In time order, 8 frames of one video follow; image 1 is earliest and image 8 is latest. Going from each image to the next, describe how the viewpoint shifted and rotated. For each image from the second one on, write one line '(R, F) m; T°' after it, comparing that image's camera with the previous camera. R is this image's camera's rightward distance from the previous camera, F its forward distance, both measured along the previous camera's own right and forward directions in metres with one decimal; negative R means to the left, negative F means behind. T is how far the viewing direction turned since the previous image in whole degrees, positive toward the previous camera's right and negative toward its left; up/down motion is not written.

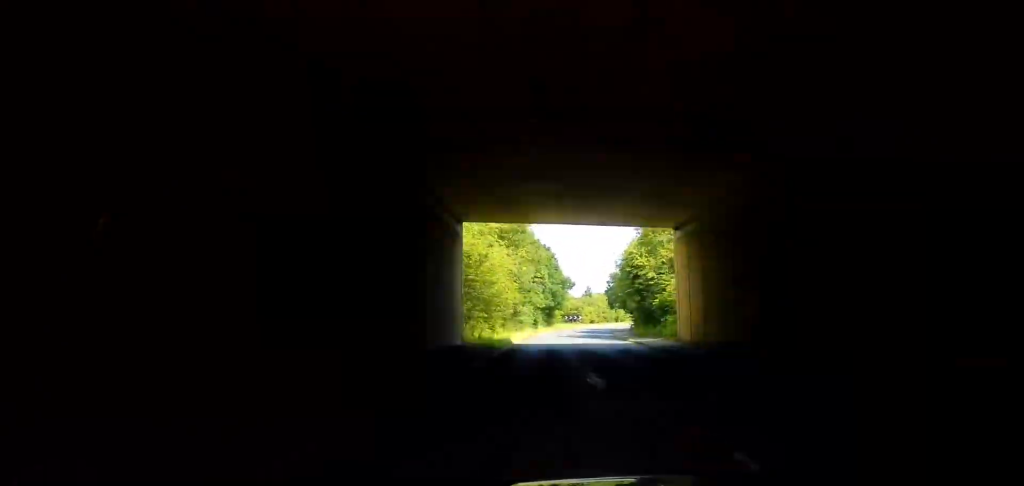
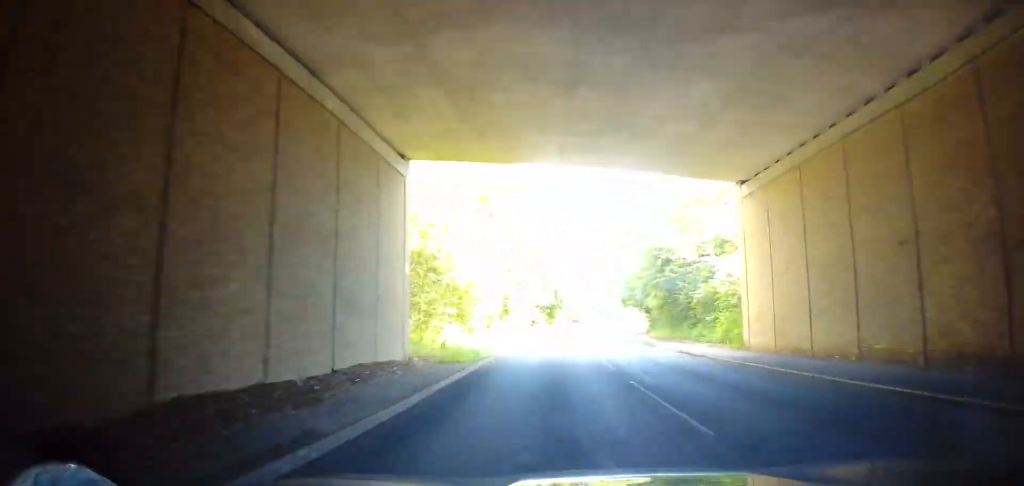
(-0.4, +10.6) m; 0°
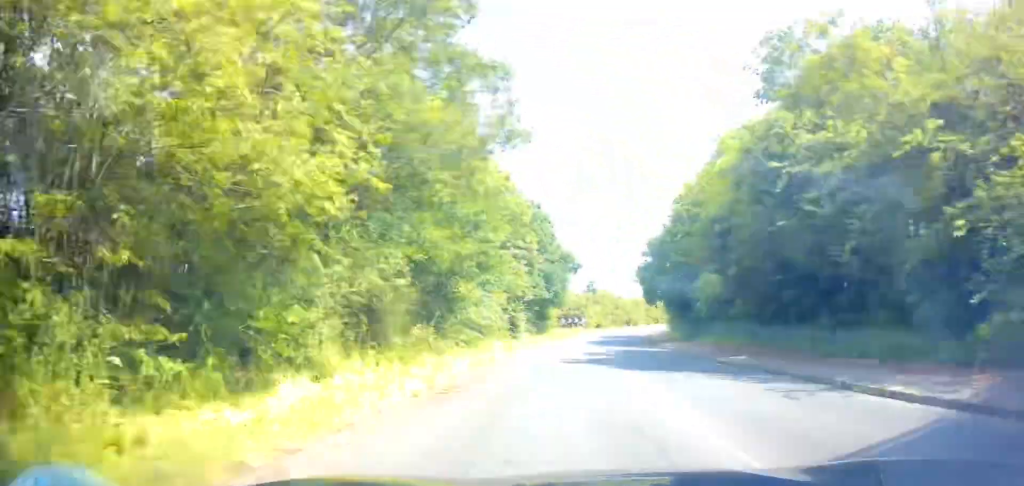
(+0.3, +19.3) m; +2°
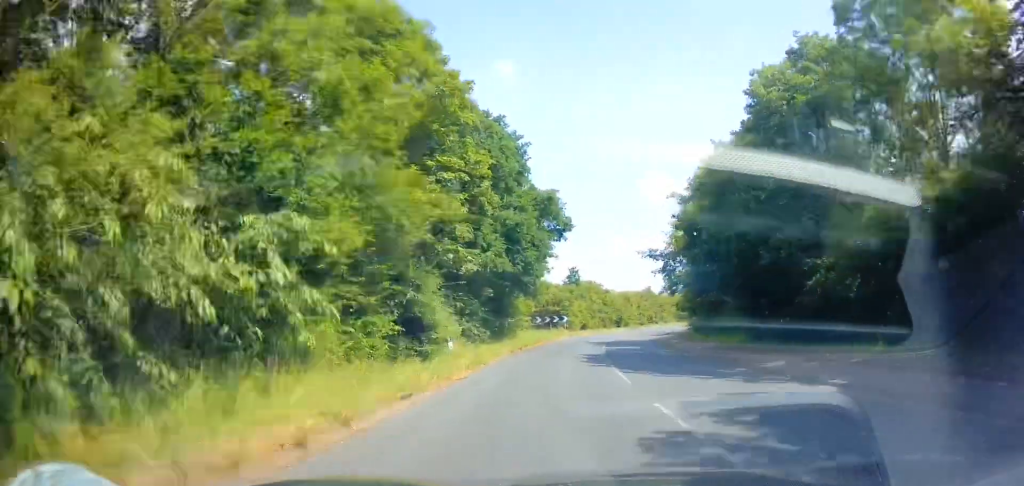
(+0.3, +20.8) m; +5°
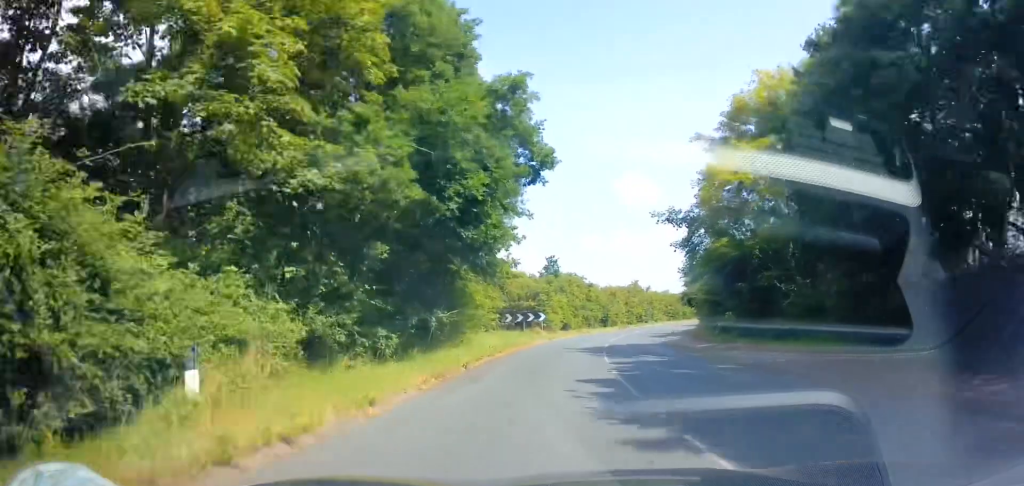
(+0.7, +11.2) m; +3°
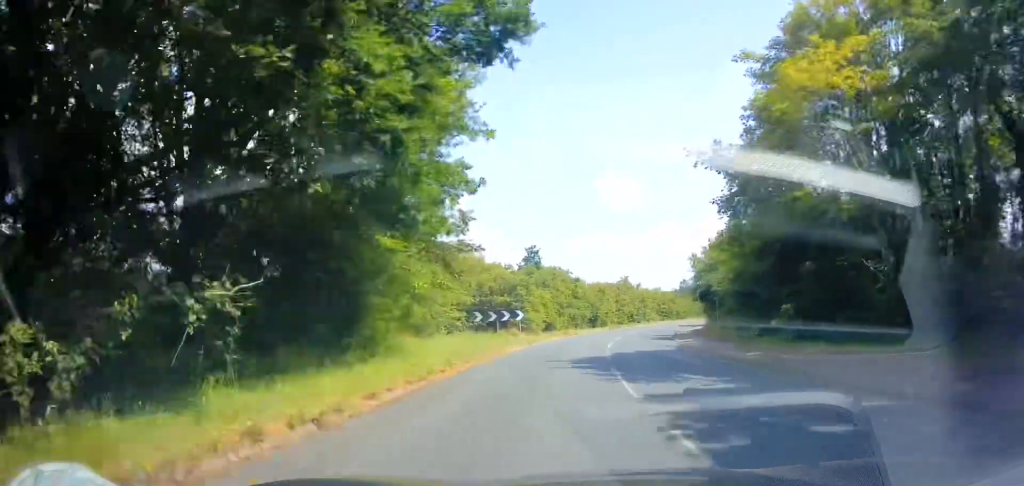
(+0.3, +8.9) m; +3°
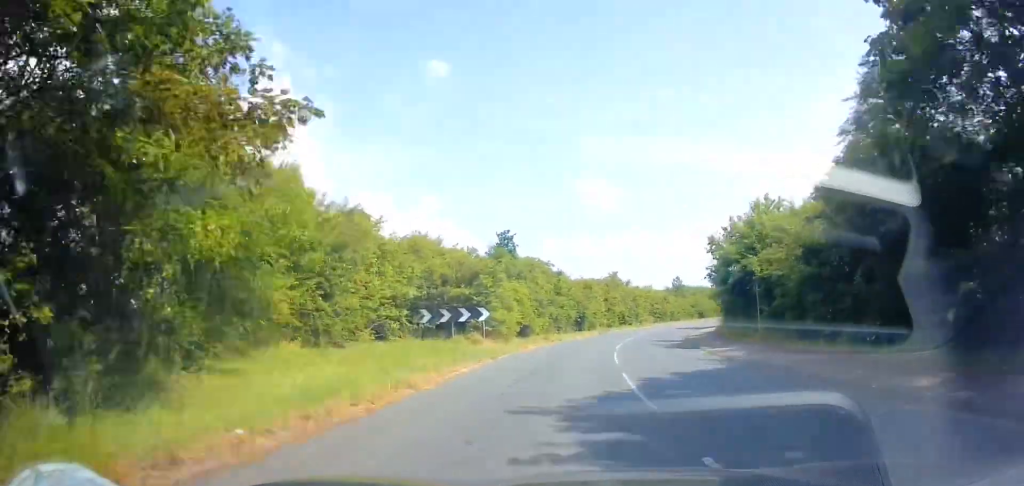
(0.0, +10.9) m; +3°
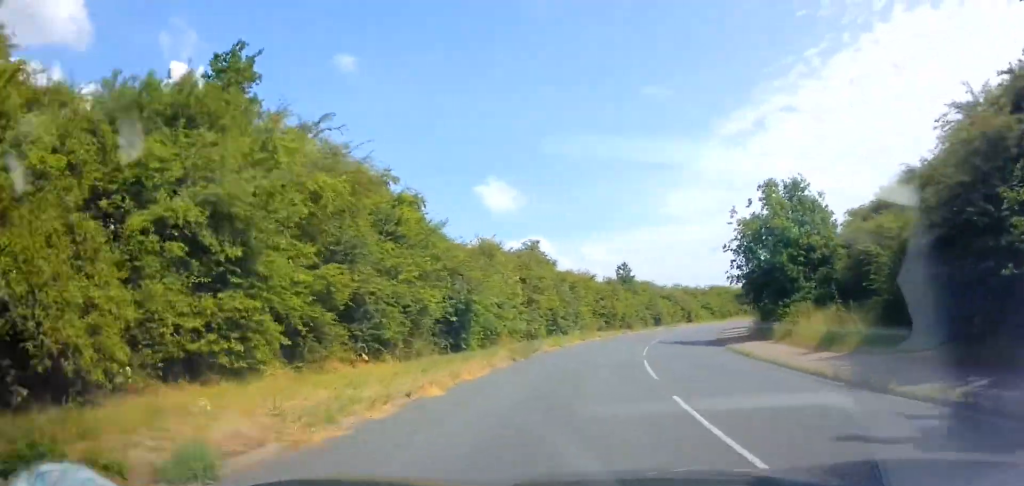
(+2.8, +32.2) m; +10°
